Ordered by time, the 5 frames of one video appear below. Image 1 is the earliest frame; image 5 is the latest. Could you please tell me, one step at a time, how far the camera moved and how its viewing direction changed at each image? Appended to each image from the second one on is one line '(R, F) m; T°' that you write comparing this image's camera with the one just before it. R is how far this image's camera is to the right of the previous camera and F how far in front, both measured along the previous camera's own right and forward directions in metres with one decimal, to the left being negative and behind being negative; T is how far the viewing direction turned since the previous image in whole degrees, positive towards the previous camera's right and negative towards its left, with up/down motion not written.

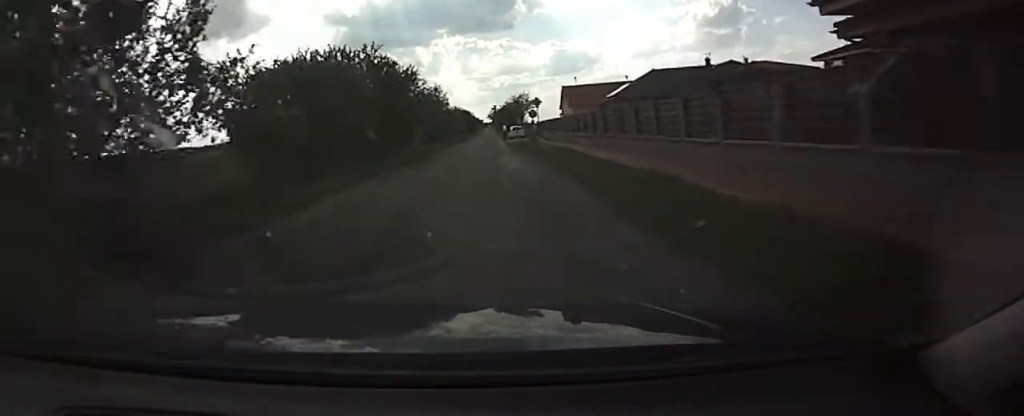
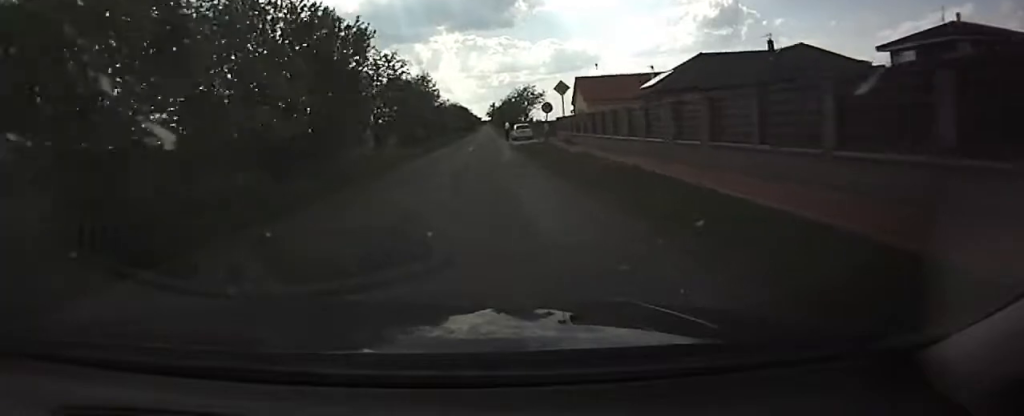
(+0.1, +12.5) m; +1°
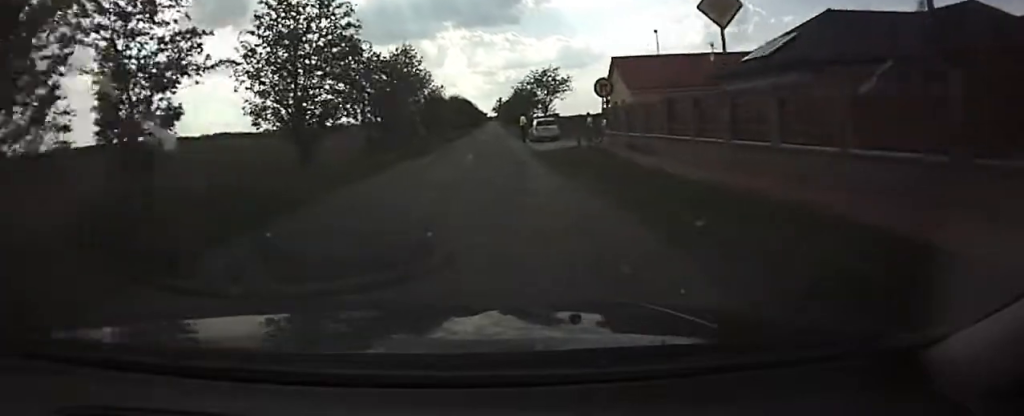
(+0.2, +17.0) m; +1°
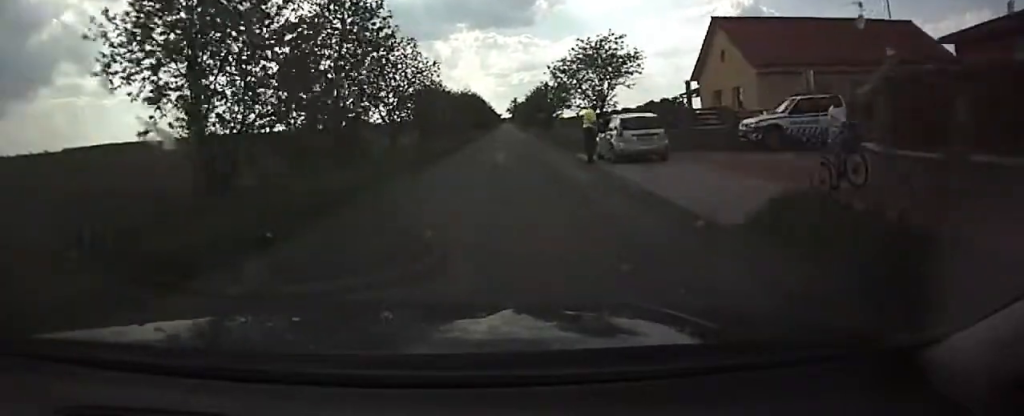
(0.0, +20.8) m; -1°
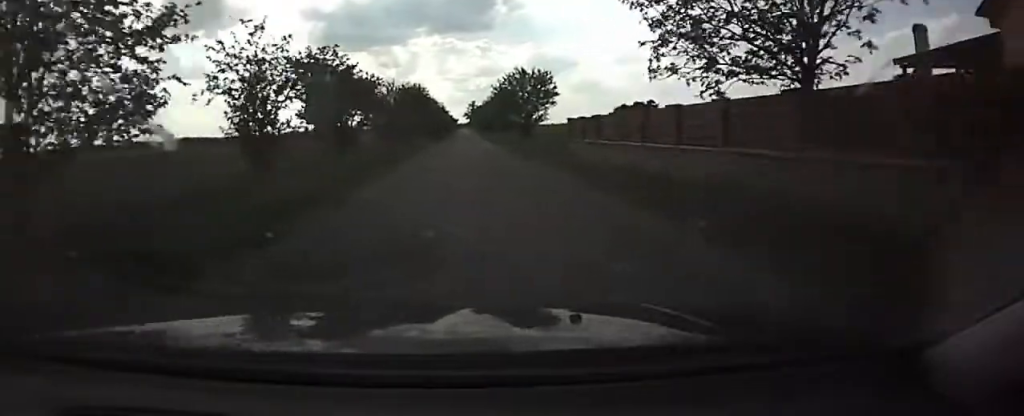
(-0.1, +26.5) m; +1°
